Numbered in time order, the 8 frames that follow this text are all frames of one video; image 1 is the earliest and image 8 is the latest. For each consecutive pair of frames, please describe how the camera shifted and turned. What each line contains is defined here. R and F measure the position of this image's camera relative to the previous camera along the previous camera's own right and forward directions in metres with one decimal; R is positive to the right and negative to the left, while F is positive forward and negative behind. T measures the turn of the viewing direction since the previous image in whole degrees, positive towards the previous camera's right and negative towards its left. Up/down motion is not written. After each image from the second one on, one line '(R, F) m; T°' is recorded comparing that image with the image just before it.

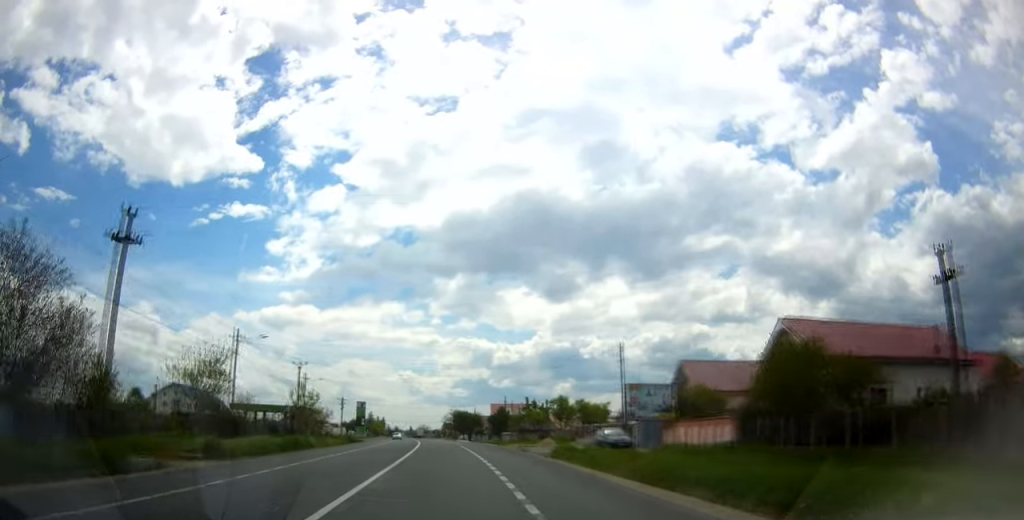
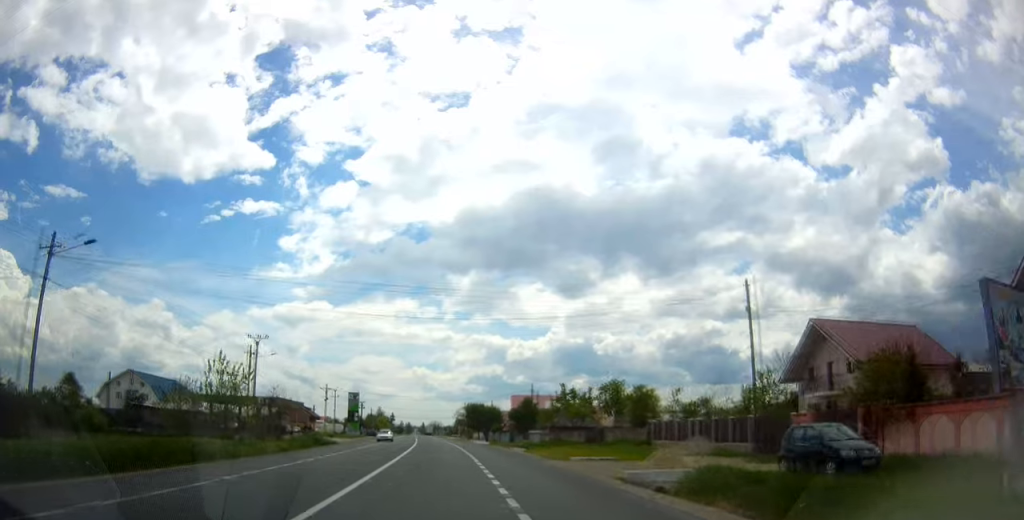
(-0.5, +22.5) m; -2°
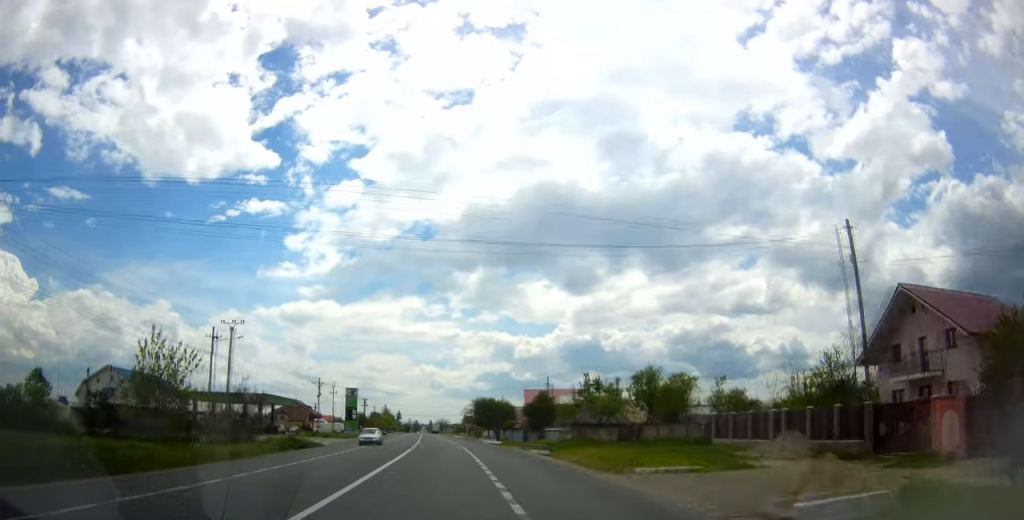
(-0.2, +8.8) m; -1°
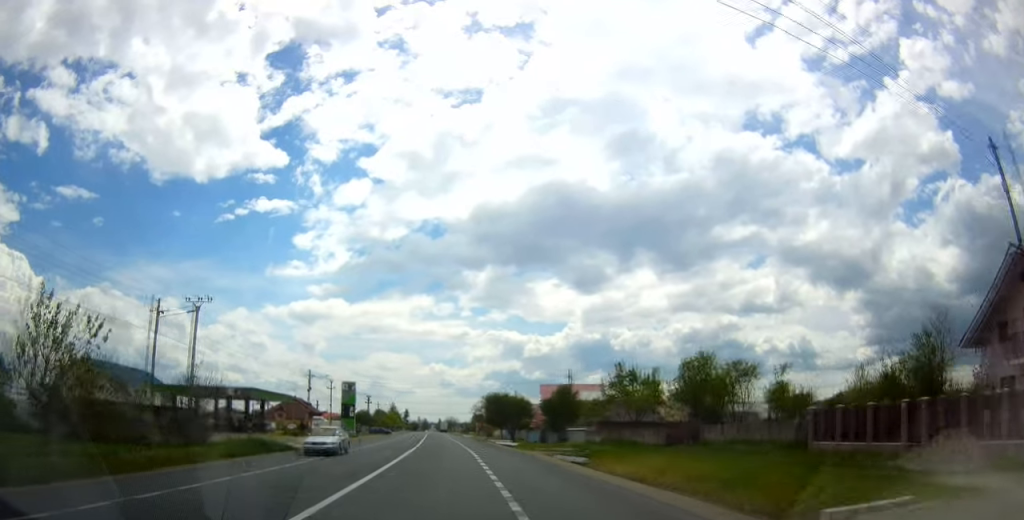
(+0.2, +9.6) m; 0°
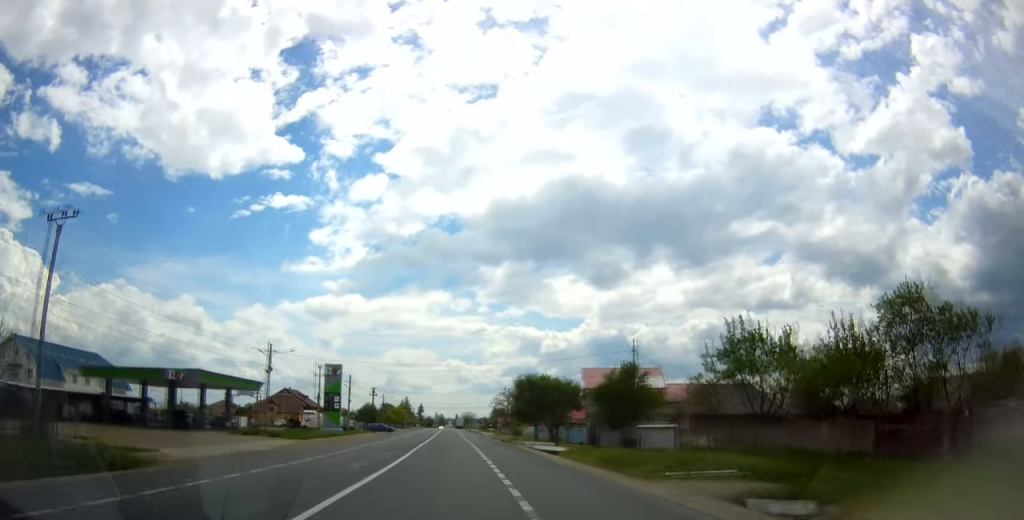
(-0.2, +19.9) m; -2°
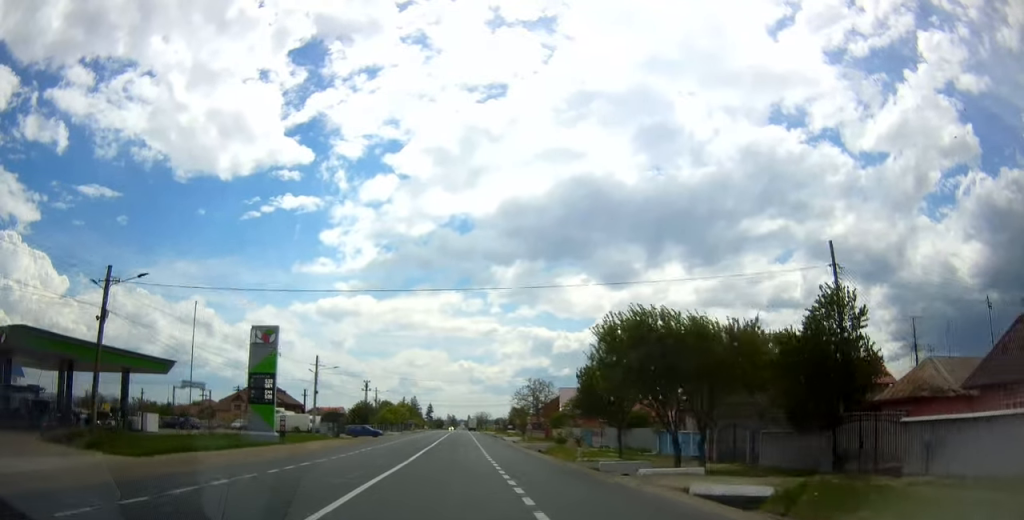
(-0.6, +26.0) m; -2°
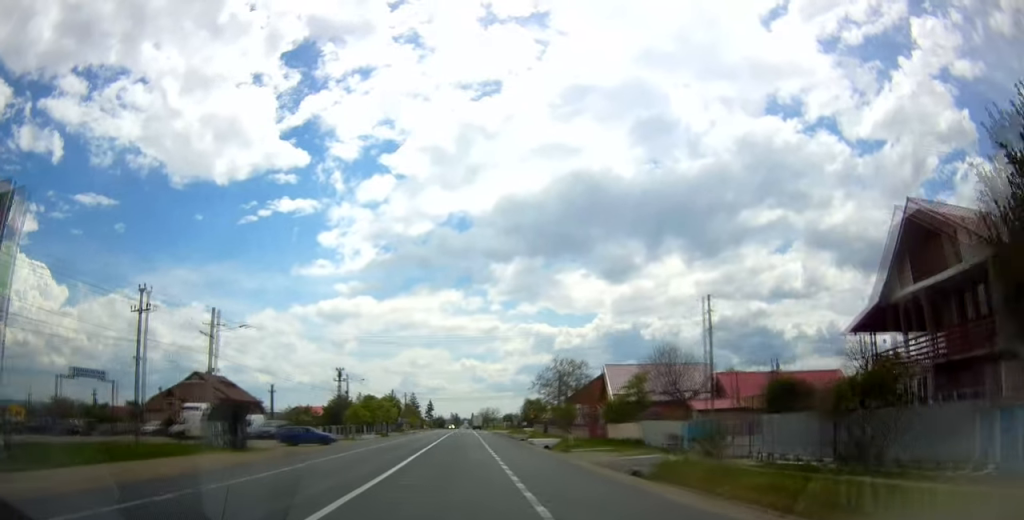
(-0.3, +26.0) m; -2°
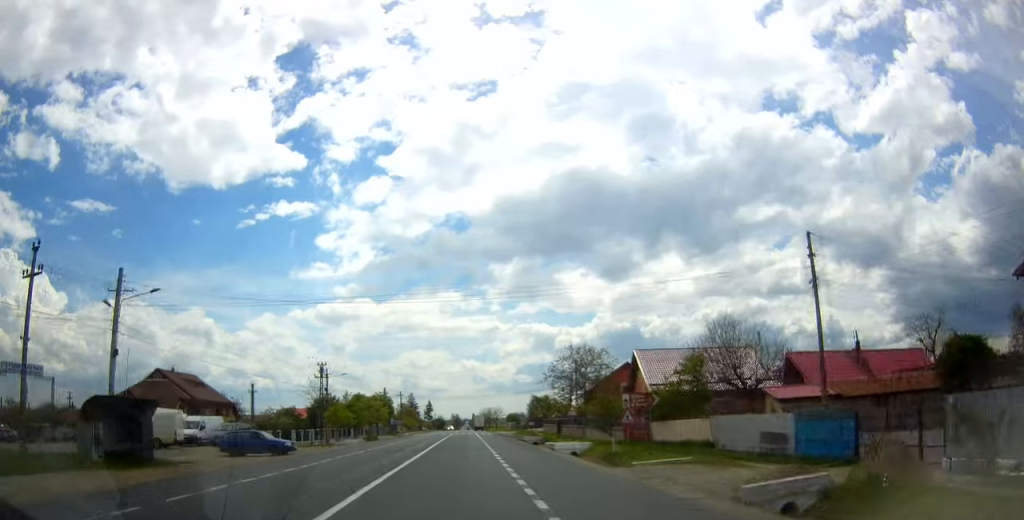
(-0.4, +11.1) m; 0°
